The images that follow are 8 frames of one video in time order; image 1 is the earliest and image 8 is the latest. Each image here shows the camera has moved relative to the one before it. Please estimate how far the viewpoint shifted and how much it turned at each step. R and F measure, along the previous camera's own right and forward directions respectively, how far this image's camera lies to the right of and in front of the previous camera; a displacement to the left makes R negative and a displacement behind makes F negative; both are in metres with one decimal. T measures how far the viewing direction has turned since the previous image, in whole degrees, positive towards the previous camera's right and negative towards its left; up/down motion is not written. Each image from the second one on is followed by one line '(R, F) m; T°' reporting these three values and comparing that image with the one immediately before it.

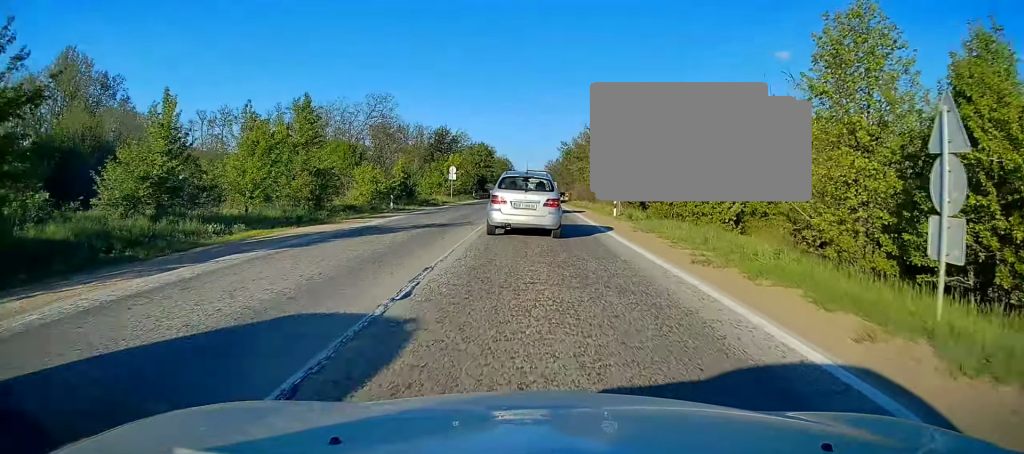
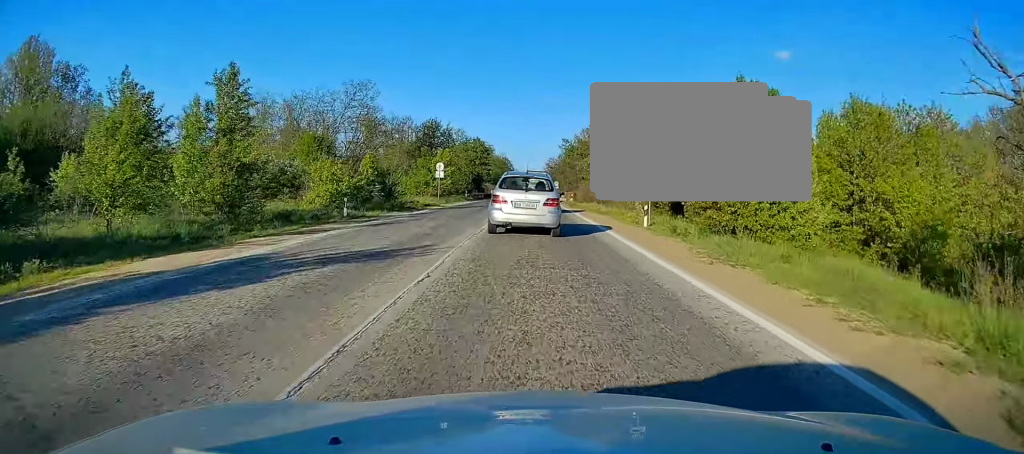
(-0.1, +8.4) m; 0°
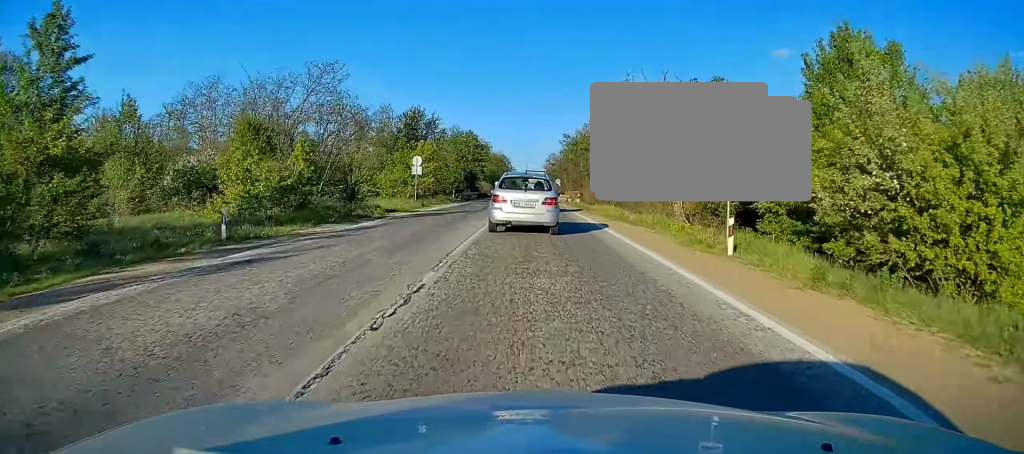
(0.0, +10.1) m; 0°
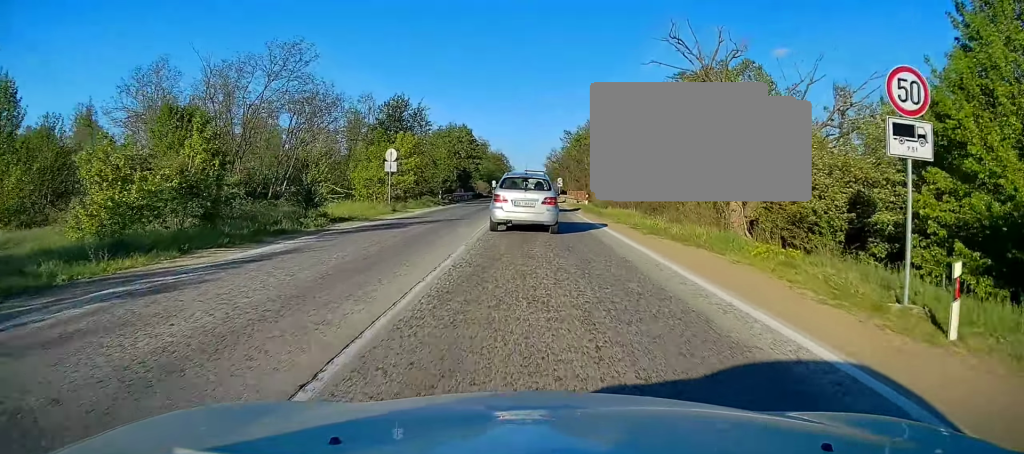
(+0.2, +7.8) m; 0°
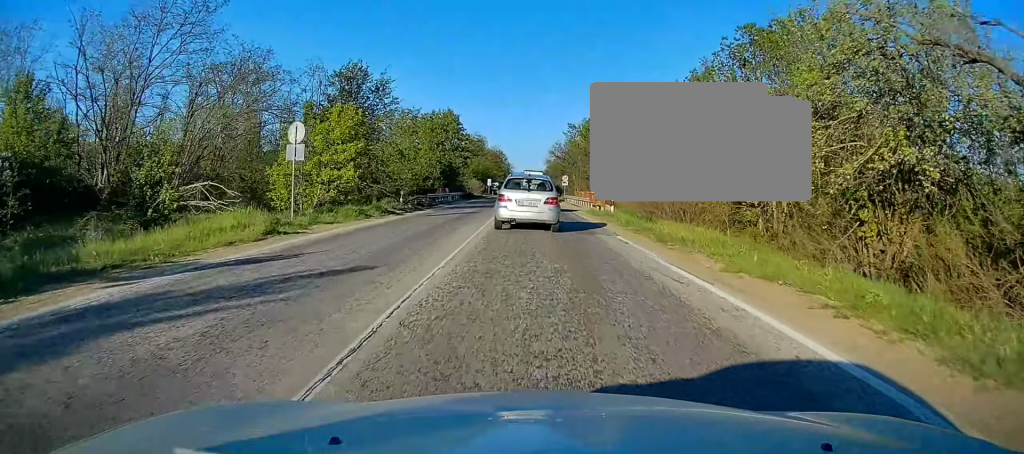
(-0.1, +14.7) m; -1°
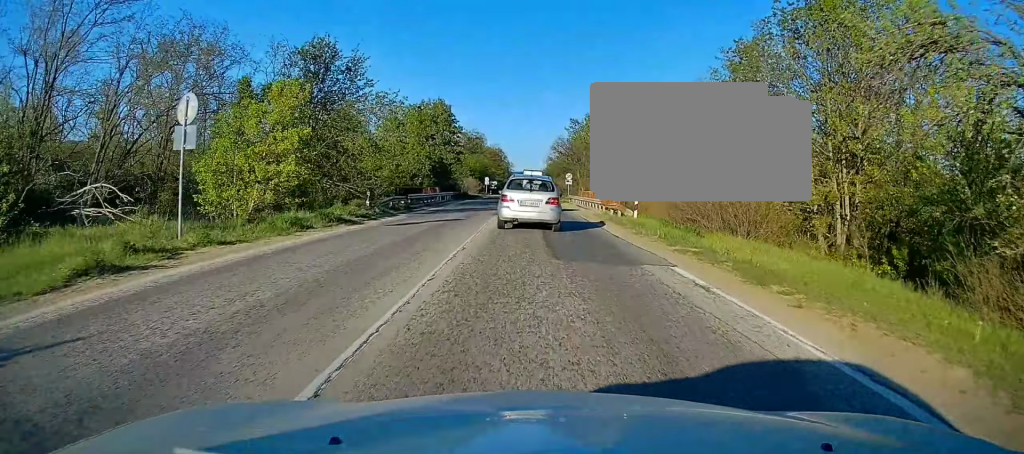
(0.0, +7.2) m; 0°
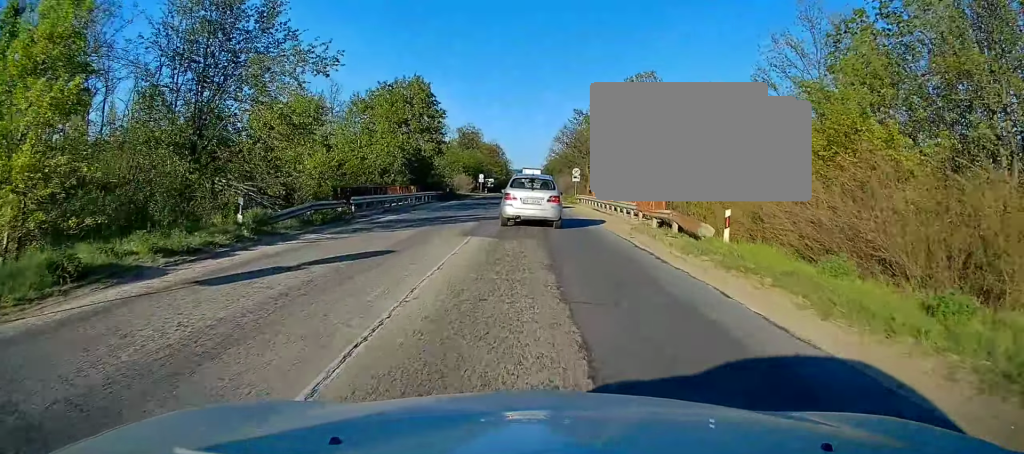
(-0.1, +12.2) m; 0°
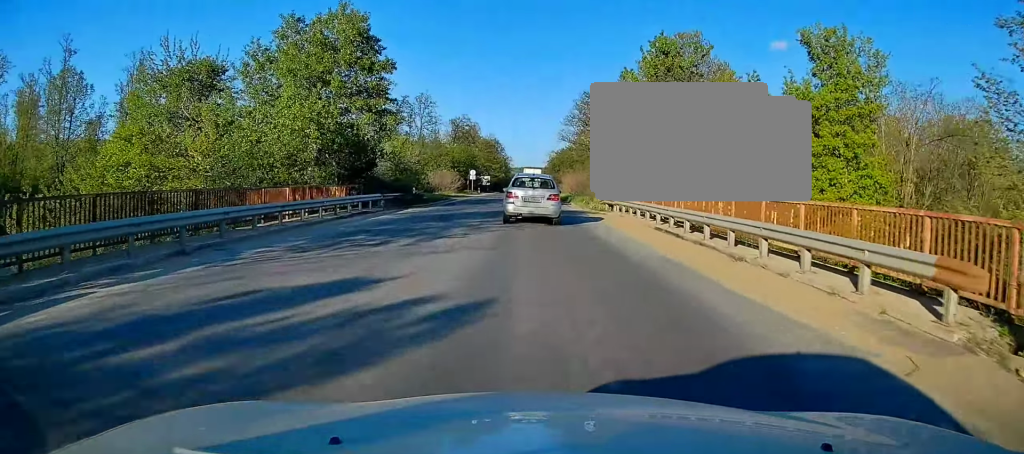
(+0.1, +19.0) m; 0°
